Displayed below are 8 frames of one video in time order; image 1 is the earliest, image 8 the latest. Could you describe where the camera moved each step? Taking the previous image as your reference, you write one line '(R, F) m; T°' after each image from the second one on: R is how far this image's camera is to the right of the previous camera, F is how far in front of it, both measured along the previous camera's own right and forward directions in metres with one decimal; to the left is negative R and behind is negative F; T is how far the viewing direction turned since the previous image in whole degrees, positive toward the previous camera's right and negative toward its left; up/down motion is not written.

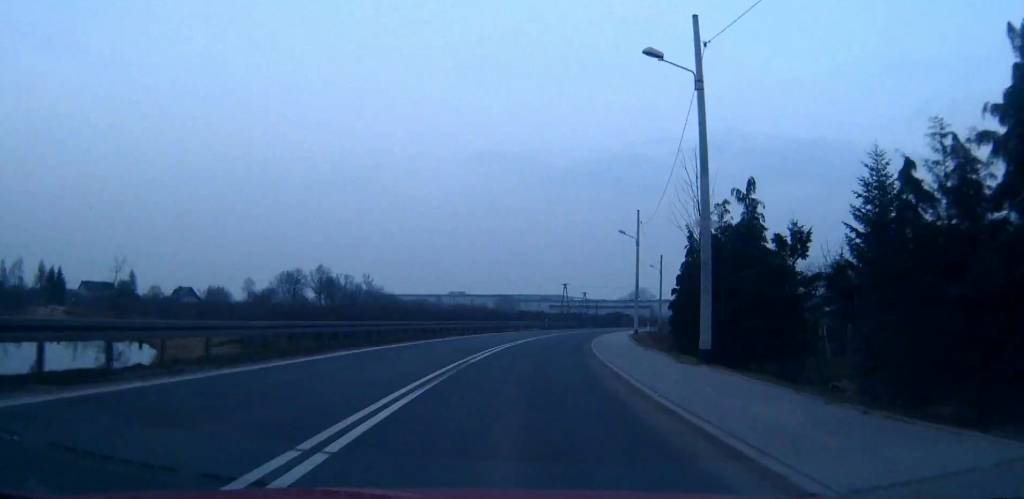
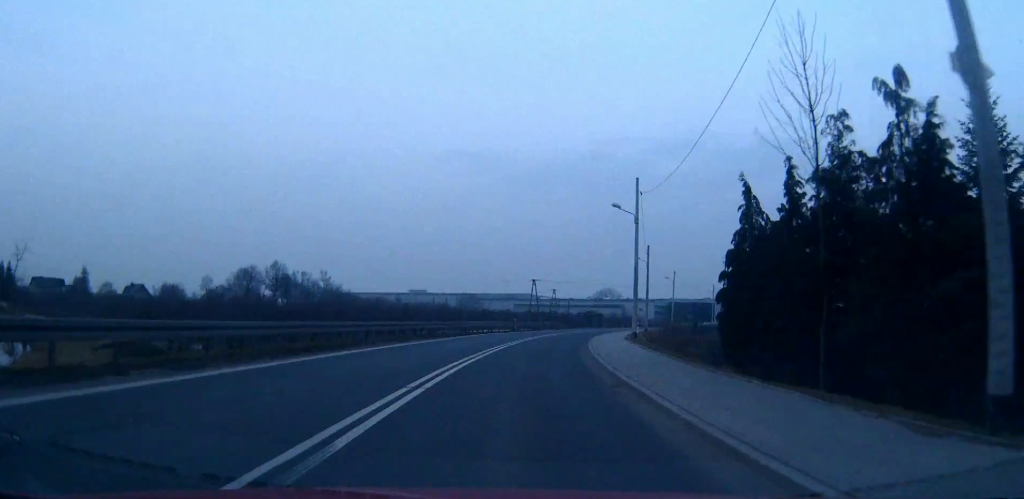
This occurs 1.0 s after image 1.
(+0.3, +13.3) m; +3°
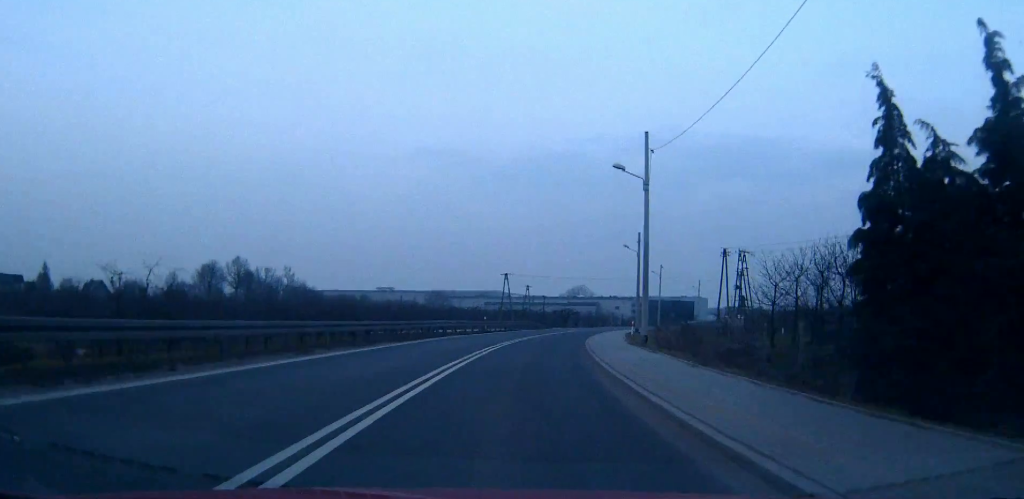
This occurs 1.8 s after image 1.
(+0.2, +11.1) m; +2°
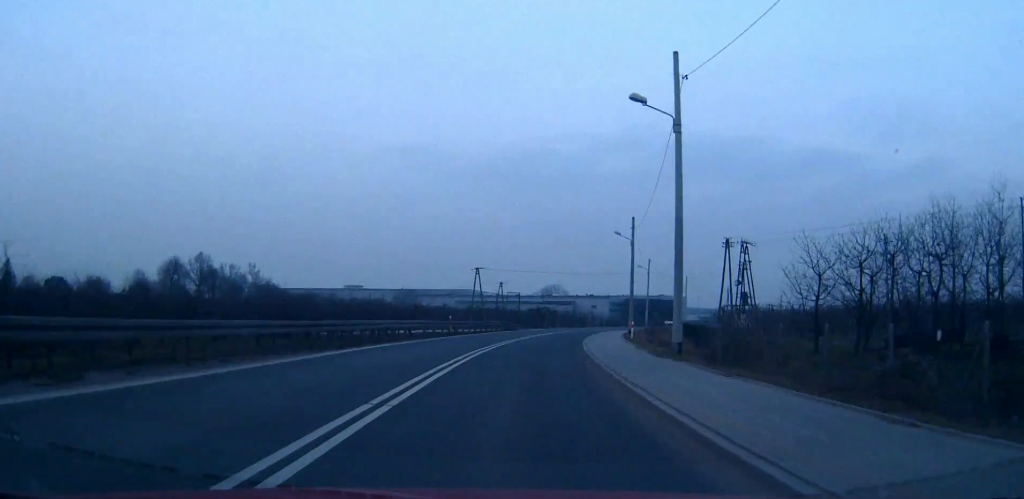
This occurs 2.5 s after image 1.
(+0.3, +10.7) m; +2°
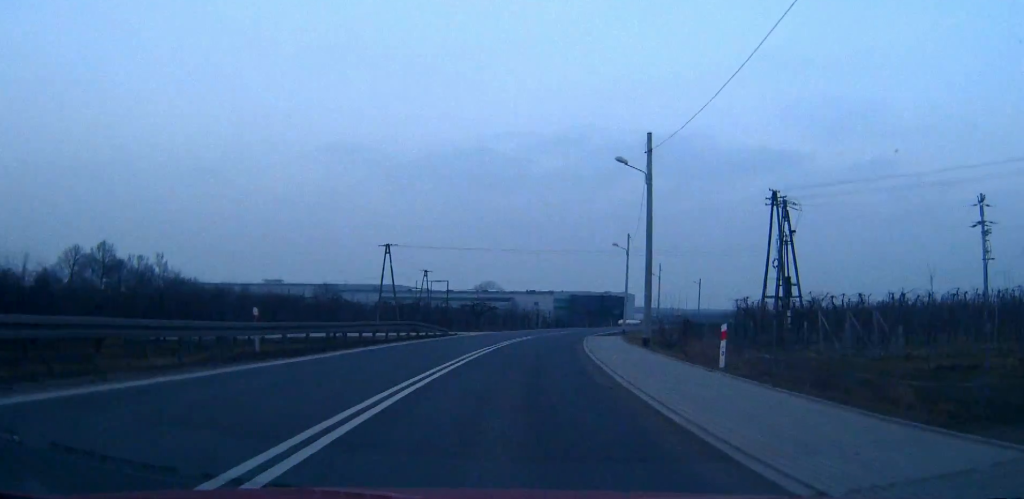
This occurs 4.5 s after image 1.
(+1.2, +28.0) m; +5°
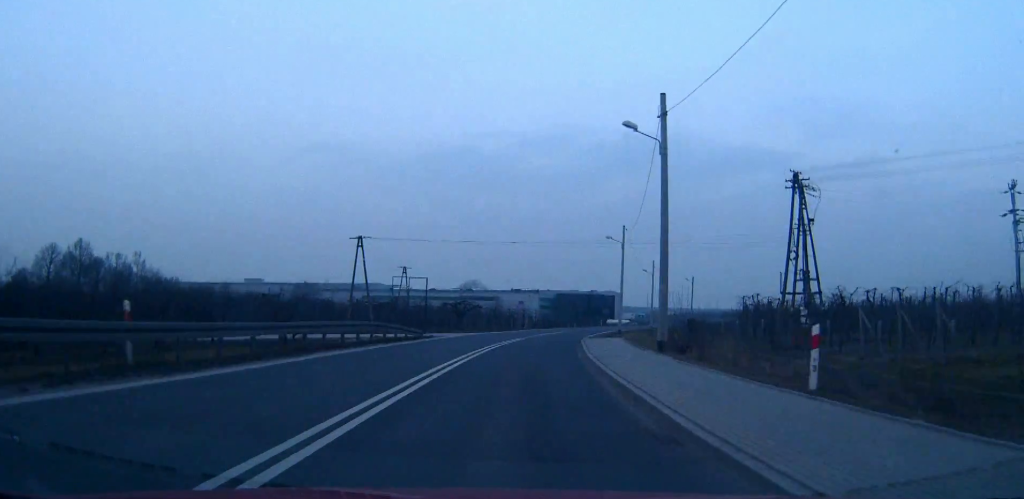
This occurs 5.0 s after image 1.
(0.0, +6.1) m; +1°
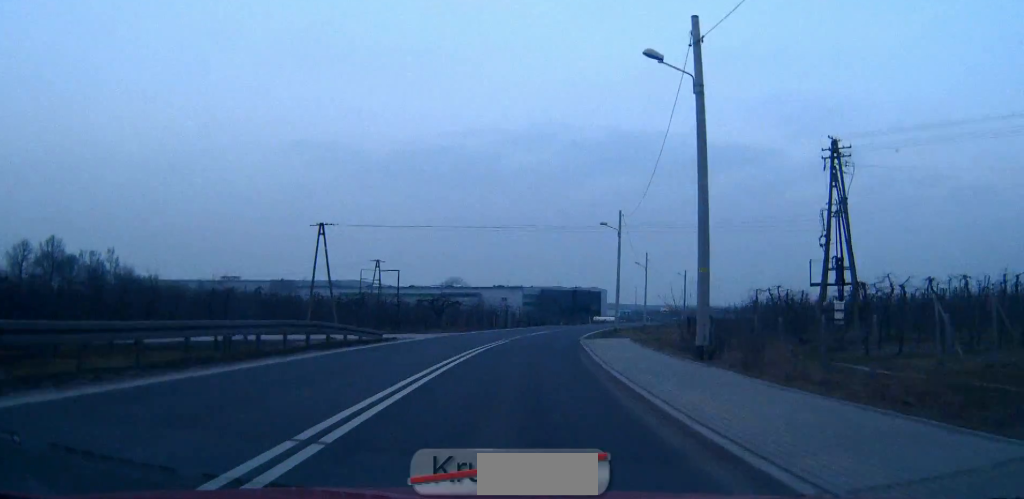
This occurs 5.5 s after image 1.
(+0.1, +7.5) m; +1°
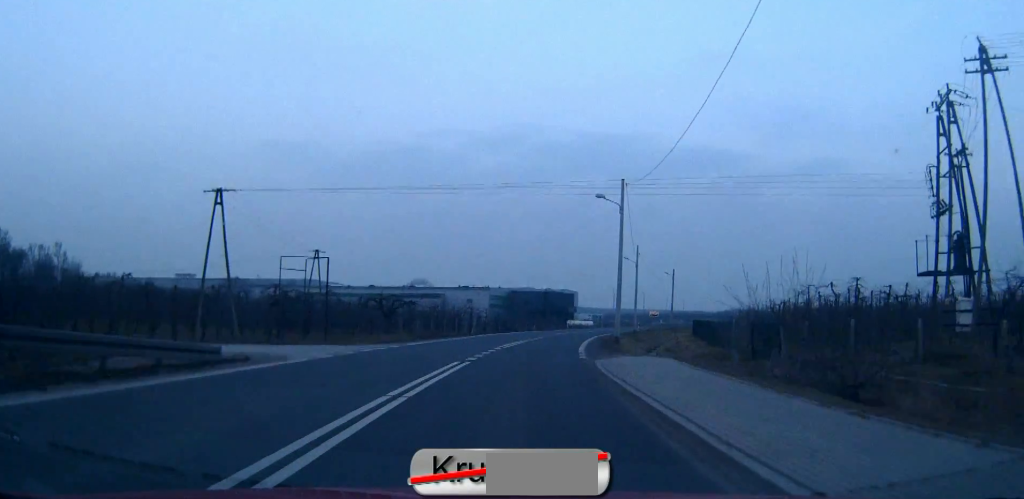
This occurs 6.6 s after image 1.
(+0.3, +15.0) m; +3°
